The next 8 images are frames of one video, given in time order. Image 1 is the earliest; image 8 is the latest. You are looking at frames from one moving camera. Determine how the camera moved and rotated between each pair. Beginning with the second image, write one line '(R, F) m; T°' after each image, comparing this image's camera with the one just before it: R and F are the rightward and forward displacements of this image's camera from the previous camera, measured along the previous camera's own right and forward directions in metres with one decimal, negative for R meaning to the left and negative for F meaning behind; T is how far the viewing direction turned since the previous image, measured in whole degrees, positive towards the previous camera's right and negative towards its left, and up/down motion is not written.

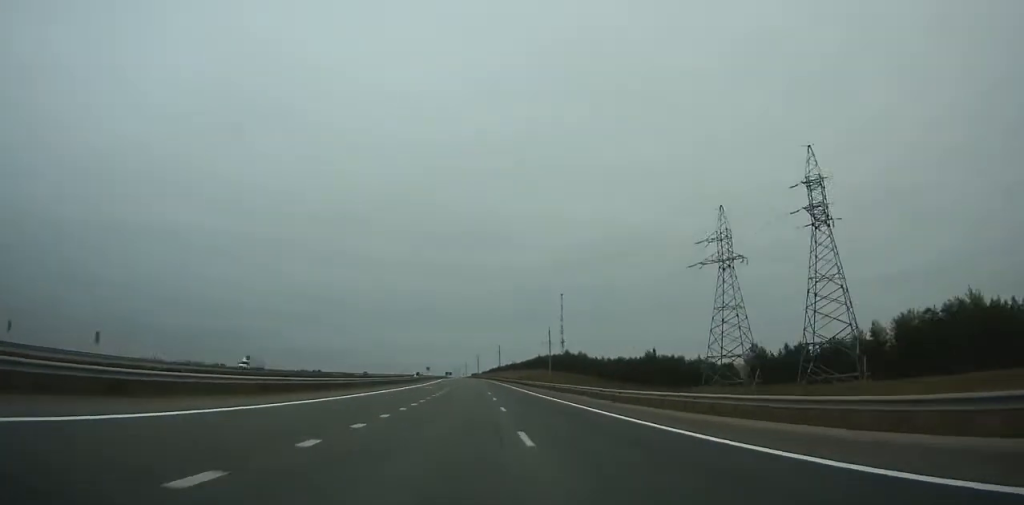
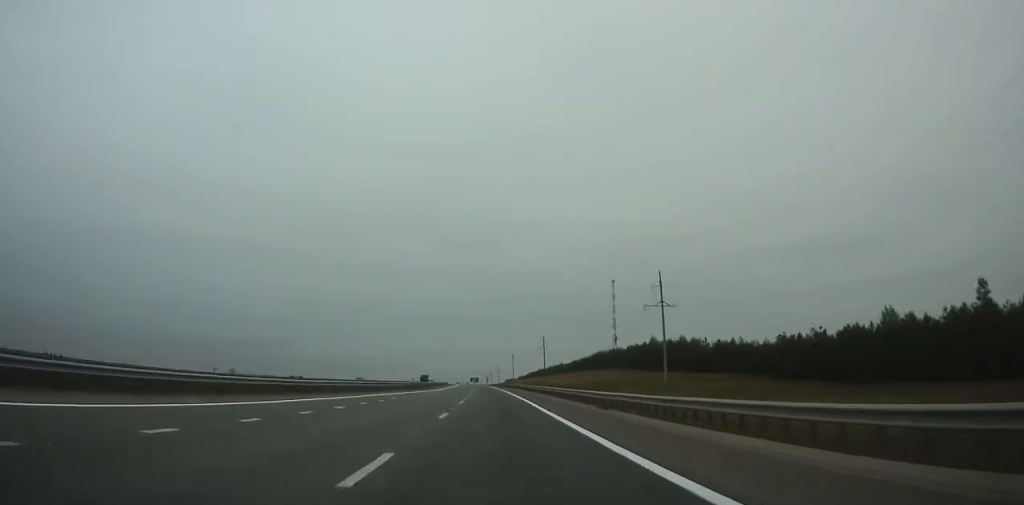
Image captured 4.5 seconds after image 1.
(-2.5, +136.4) m; -3°
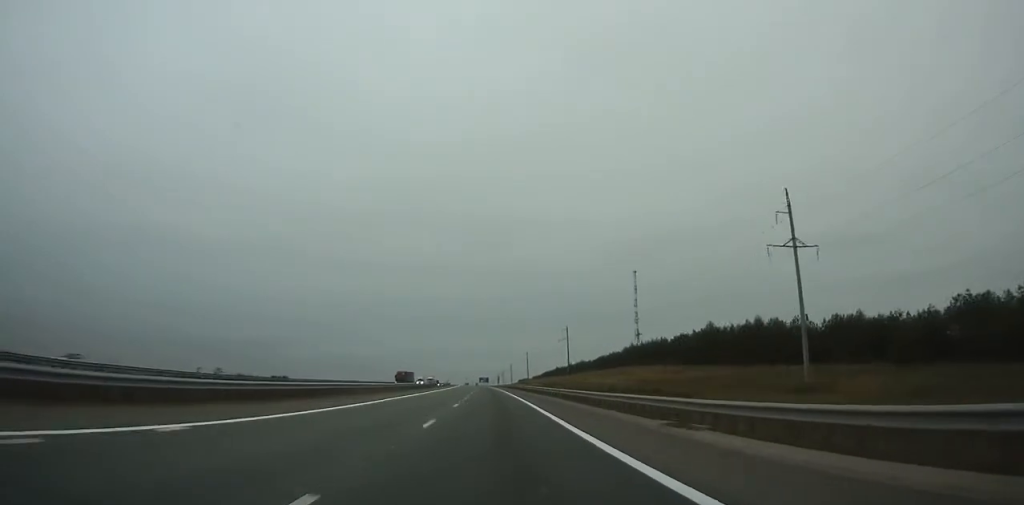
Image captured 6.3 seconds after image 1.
(-0.8, +52.5) m; -1°
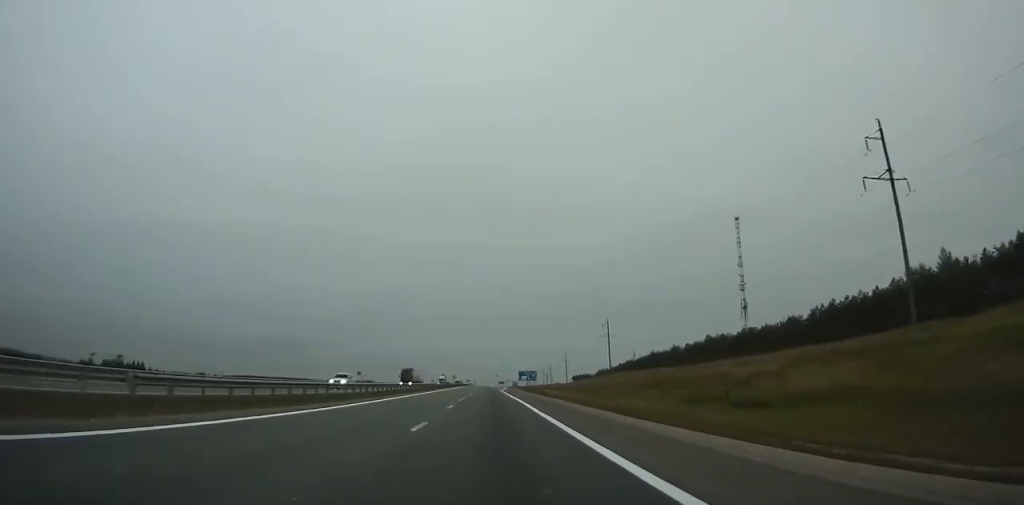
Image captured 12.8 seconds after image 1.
(-6.4, +181.9) m; -4°
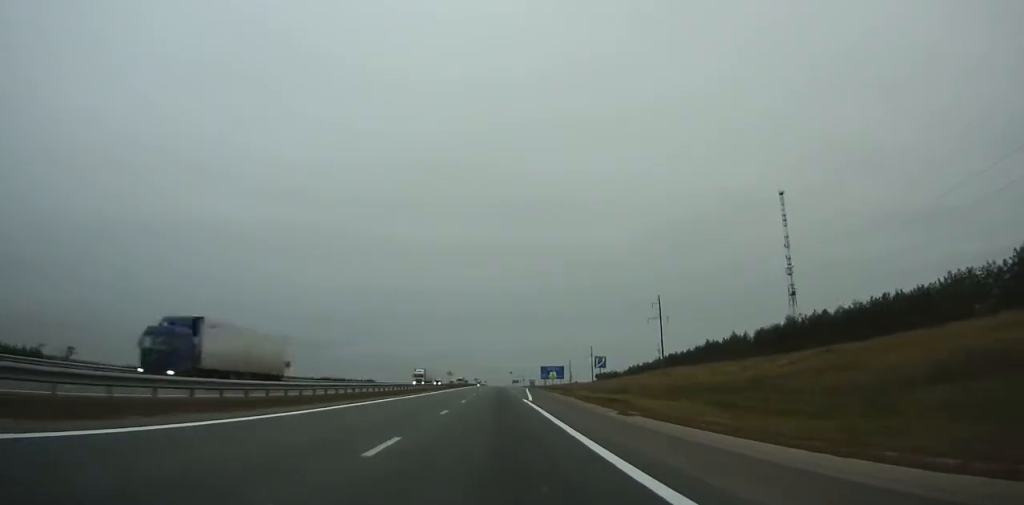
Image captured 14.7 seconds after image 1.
(-0.7, +51.8) m; -1°
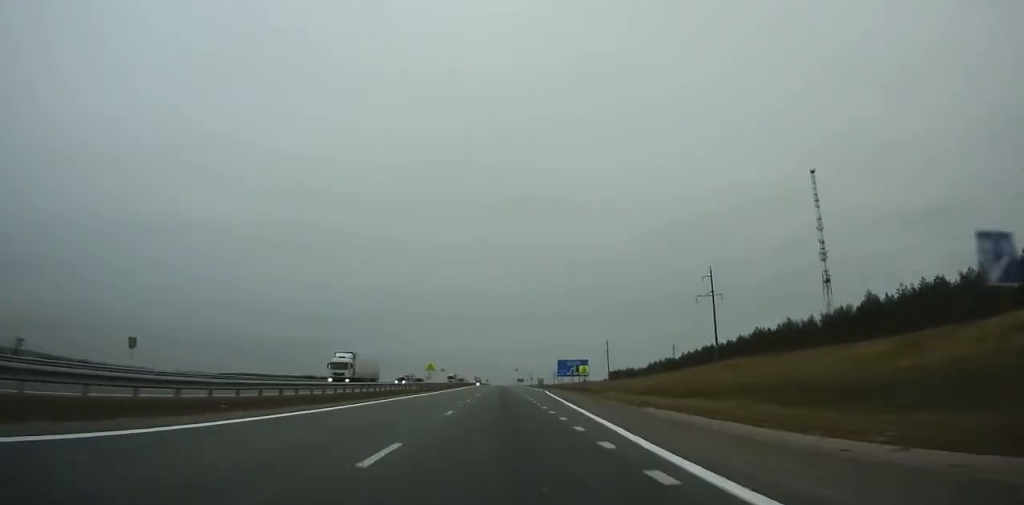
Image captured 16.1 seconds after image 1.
(-0.2, +38.1) m; 0°
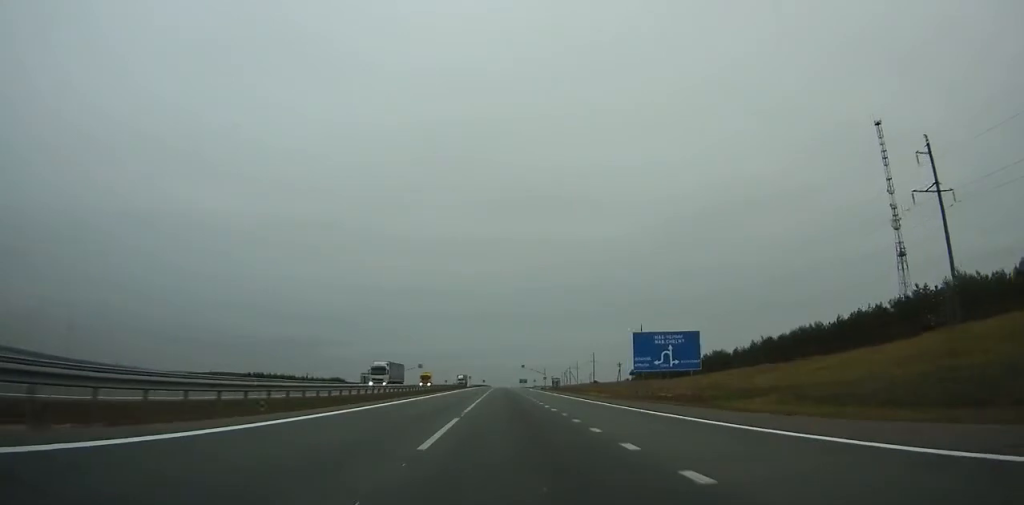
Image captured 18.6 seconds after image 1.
(-0.3, +68.0) m; 0°
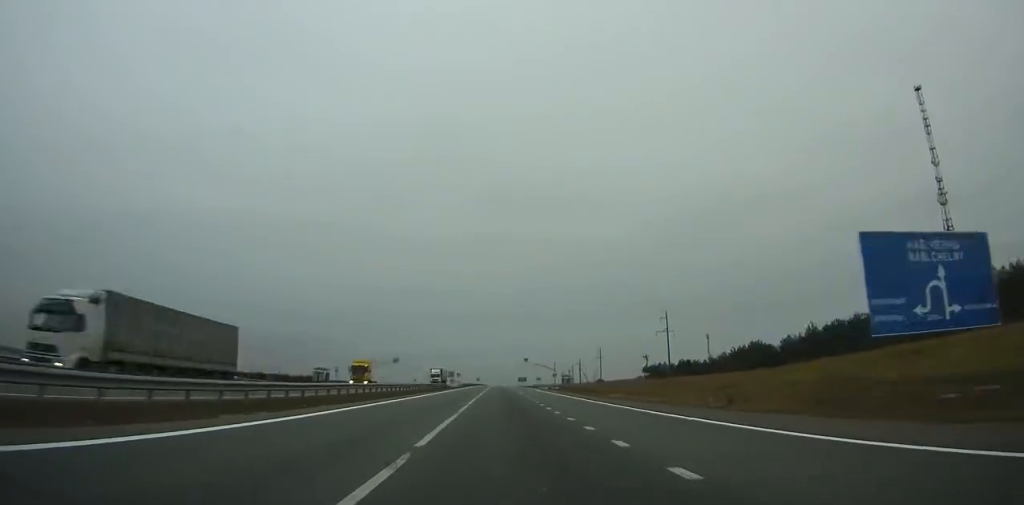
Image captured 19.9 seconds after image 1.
(0.0, +35.5) m; 0°
